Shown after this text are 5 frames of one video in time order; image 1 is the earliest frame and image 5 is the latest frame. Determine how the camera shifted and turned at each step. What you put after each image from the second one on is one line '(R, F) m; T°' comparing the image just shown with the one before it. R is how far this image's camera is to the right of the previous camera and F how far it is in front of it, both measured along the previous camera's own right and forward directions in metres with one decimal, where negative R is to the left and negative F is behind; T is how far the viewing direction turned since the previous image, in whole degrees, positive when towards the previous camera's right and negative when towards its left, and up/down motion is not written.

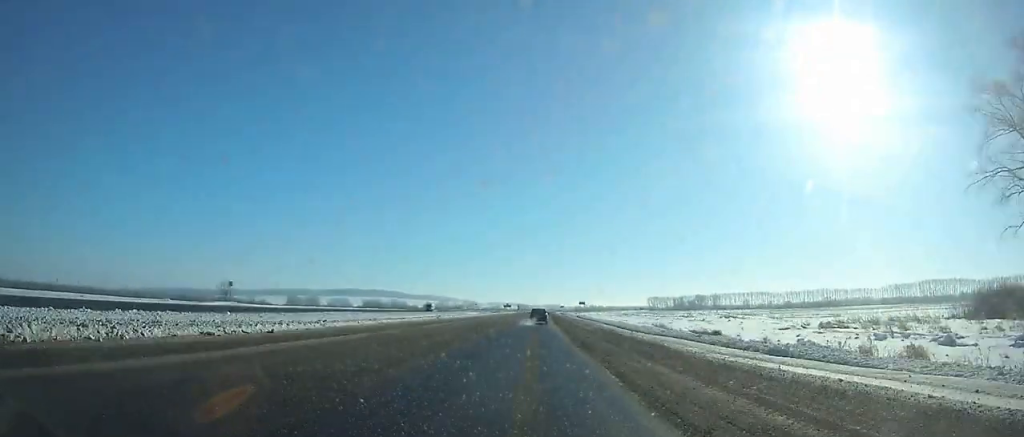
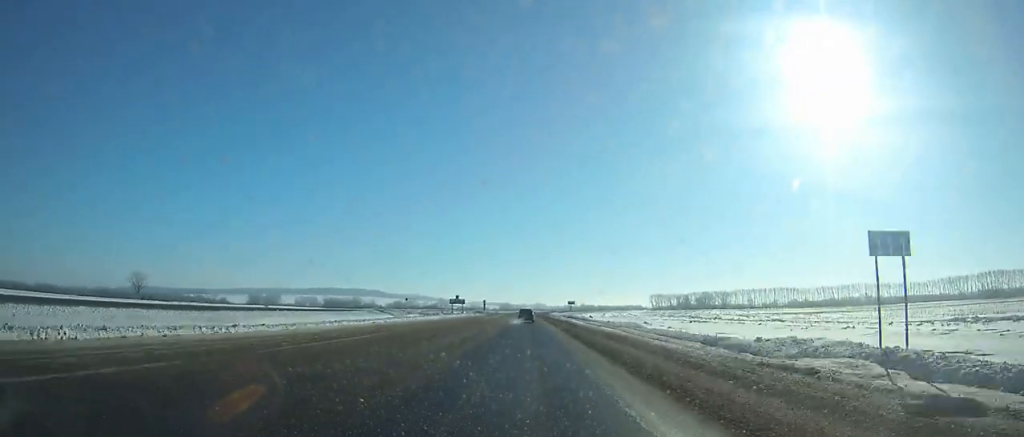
(+3.1, +128.1) m; +2°
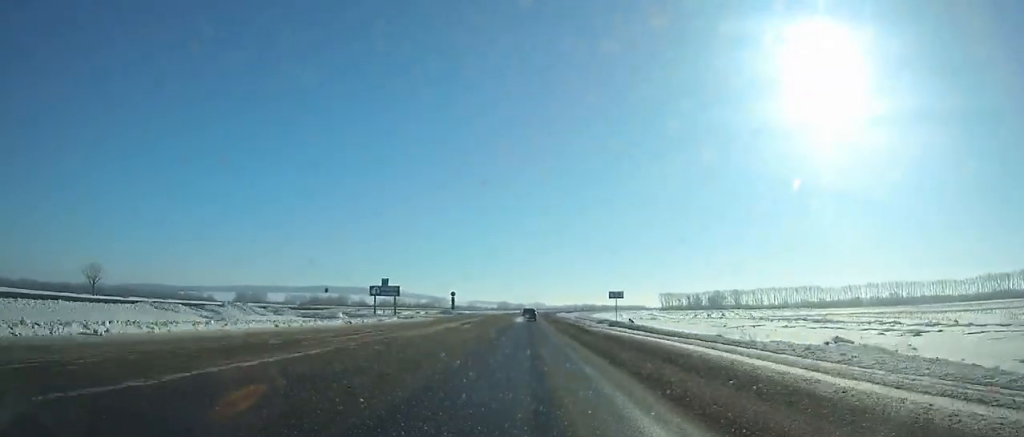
(0.0, +57.6) m; 0°
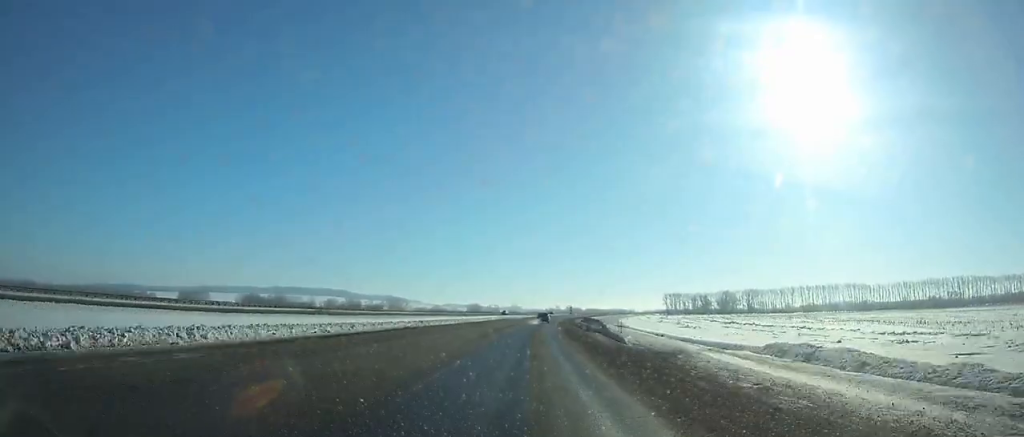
(+1.7, +118.5) m; +3°
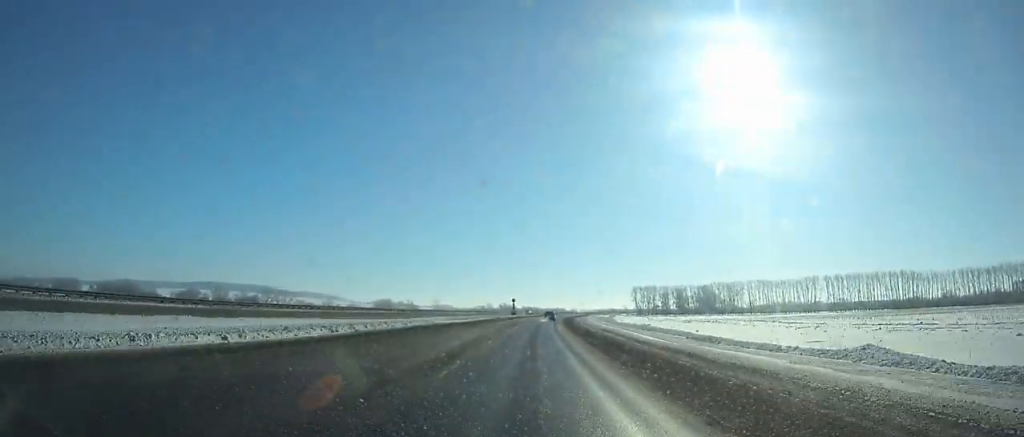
(+7.5, +144.6) m; +6°
